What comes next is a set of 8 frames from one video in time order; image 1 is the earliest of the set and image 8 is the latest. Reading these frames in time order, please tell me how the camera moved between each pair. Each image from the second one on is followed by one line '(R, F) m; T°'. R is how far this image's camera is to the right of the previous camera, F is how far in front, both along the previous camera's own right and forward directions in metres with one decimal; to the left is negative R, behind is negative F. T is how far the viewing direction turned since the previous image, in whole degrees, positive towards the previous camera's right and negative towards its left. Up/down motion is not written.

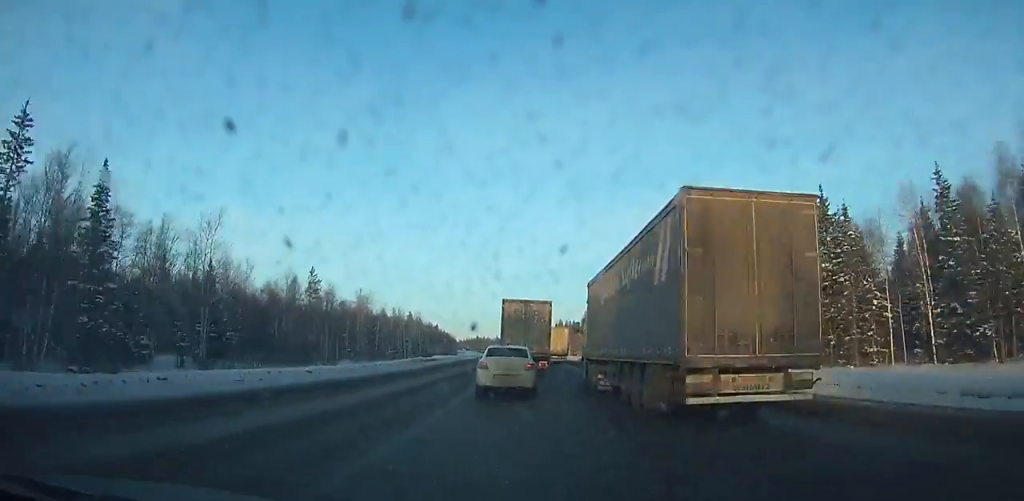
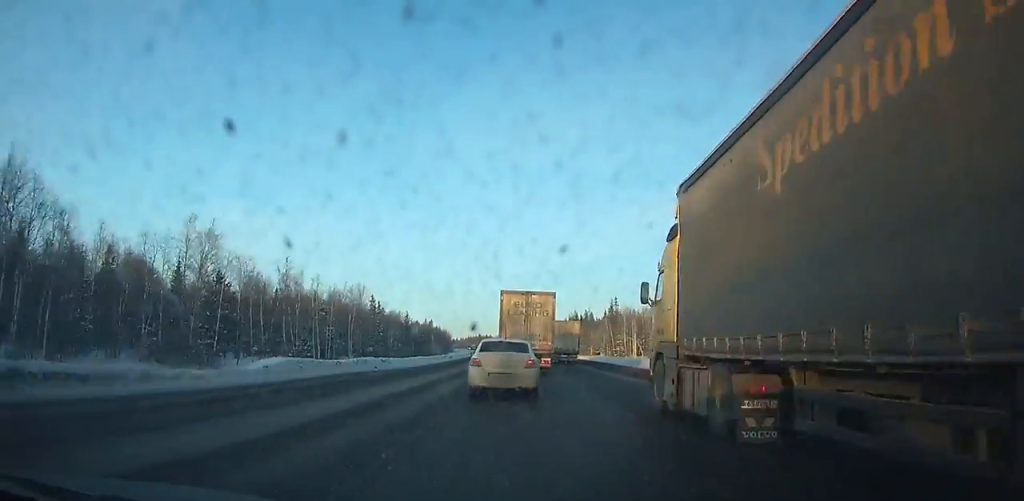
(-0.1, +52.2) m; 0°
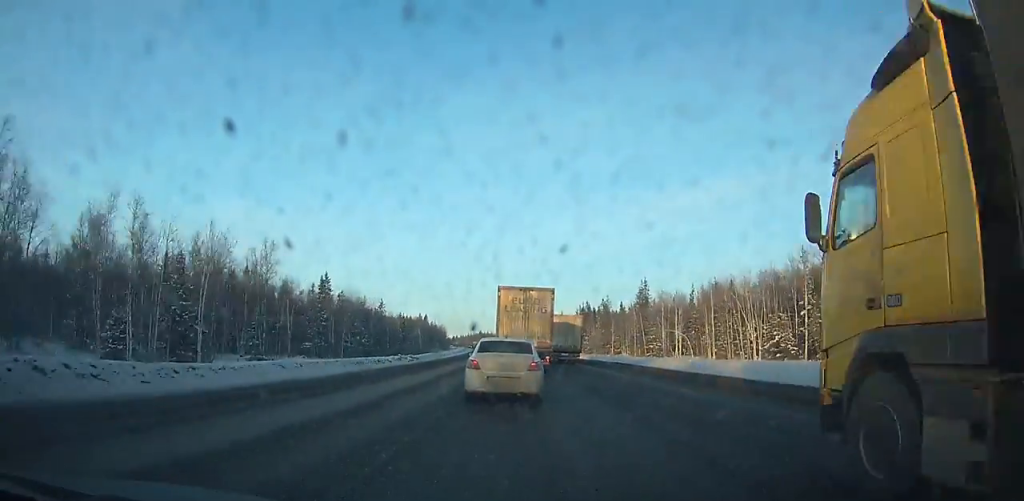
(0.0, +35.0) m; 0°
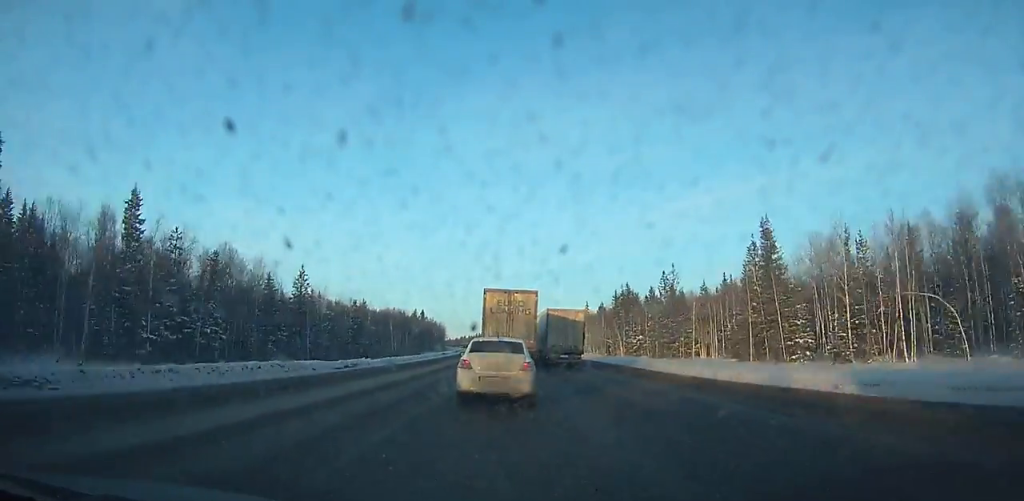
(-0.4, +60.7) m; -2°
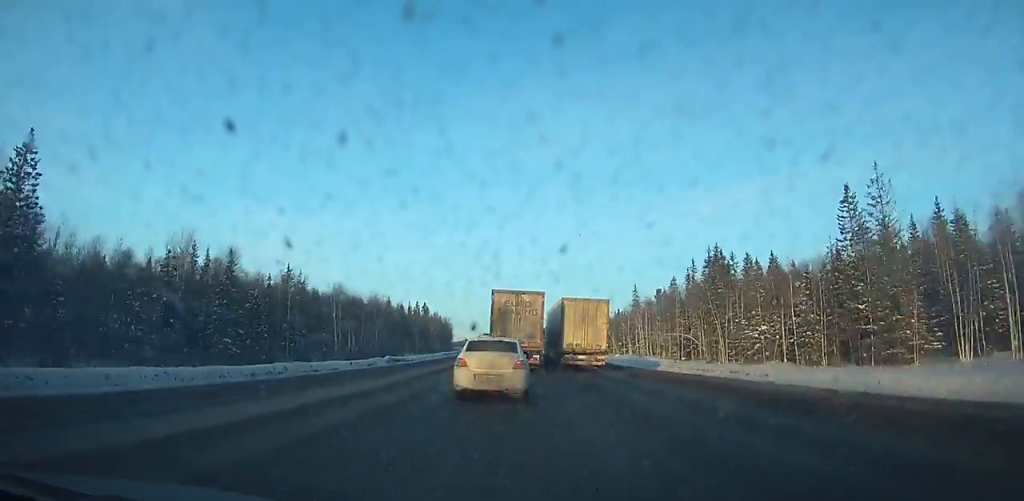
(-1.2, +58.6) m; -2°
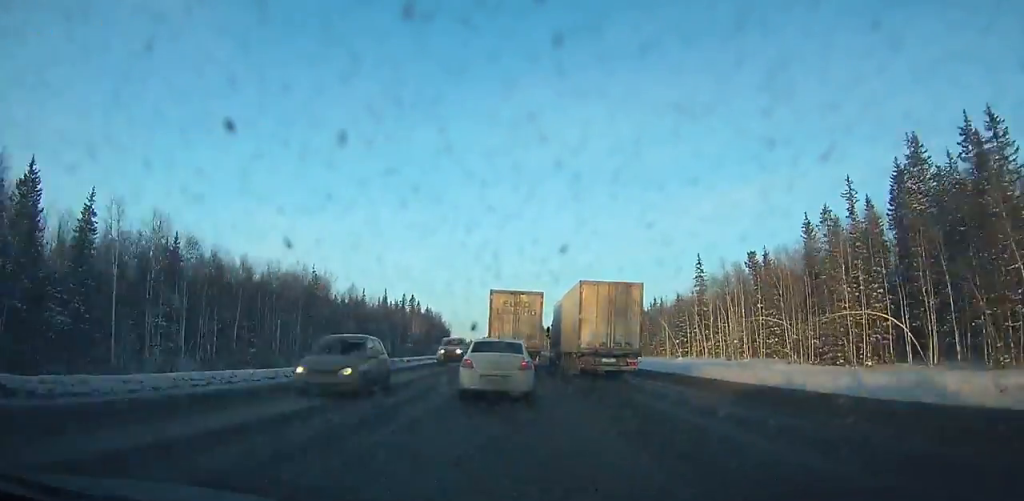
(-0.7, +52.3) m; -1°
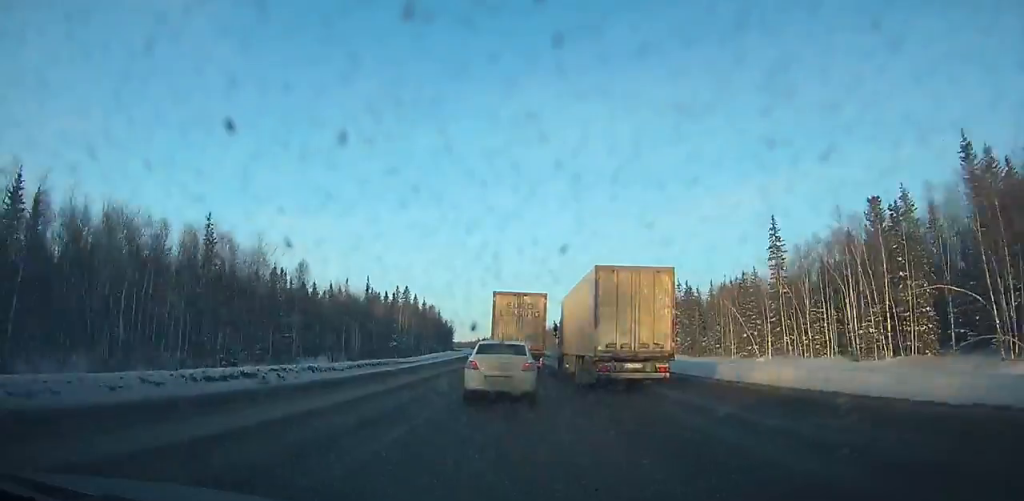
(-0.3, +31.2) m; -1°
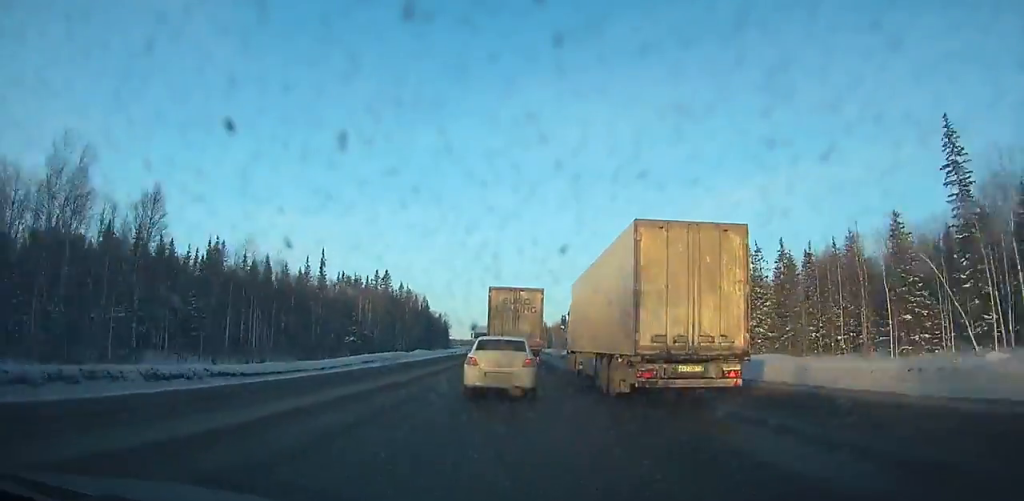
(-0.2, +38.3) m; -1°
